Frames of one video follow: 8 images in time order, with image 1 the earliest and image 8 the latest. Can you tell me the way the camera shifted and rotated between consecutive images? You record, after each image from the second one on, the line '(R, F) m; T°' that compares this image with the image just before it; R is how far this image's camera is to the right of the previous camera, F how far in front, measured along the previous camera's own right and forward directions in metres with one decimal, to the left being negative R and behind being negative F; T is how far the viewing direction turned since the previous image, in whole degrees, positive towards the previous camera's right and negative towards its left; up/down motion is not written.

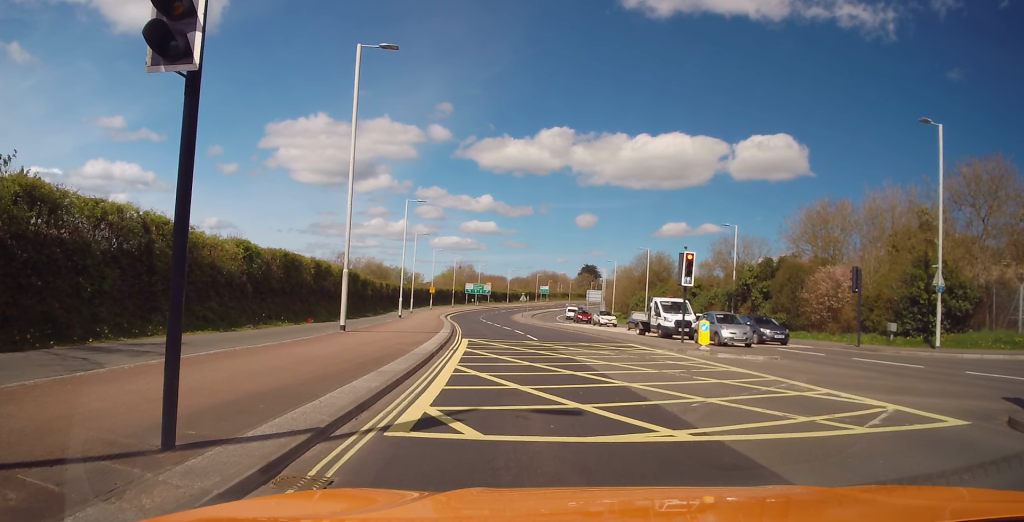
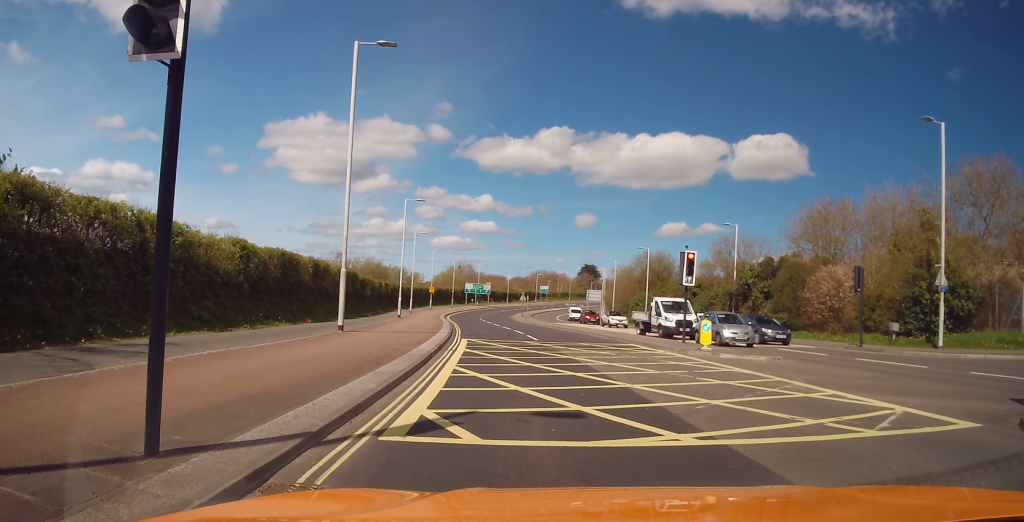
(0.0, 0.0) m; 0°
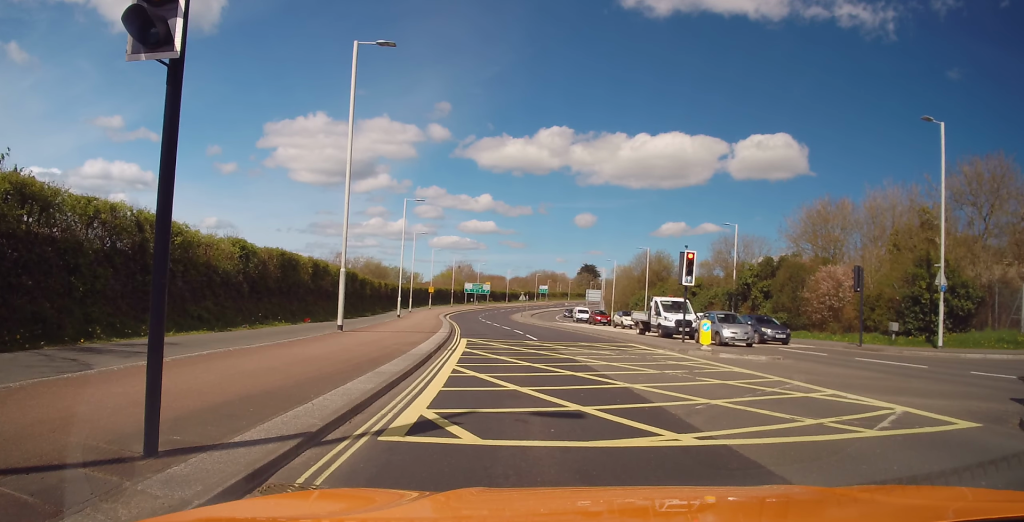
(0.0, 0.0) m; 0°
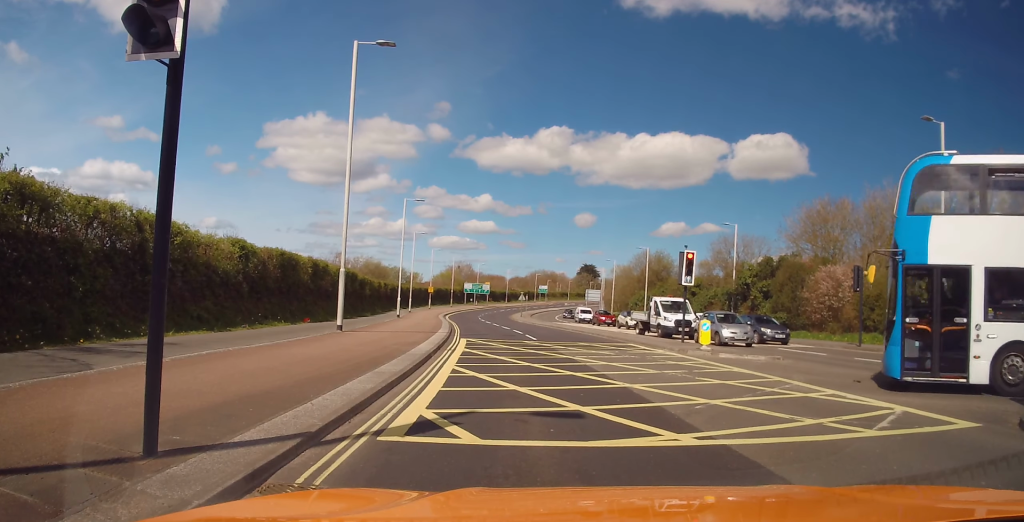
(0.0, 0.0) m; 0°
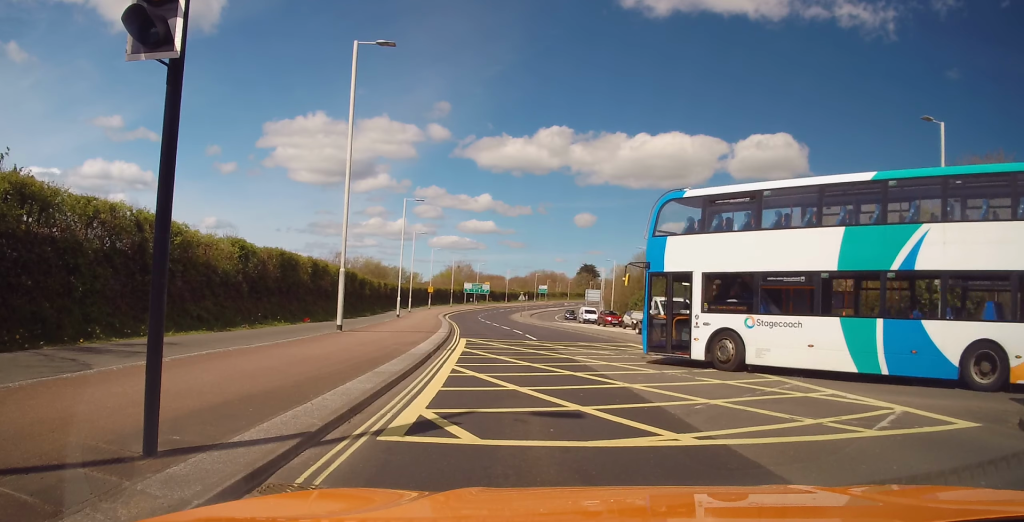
(0.0, 0.0) m; 0°
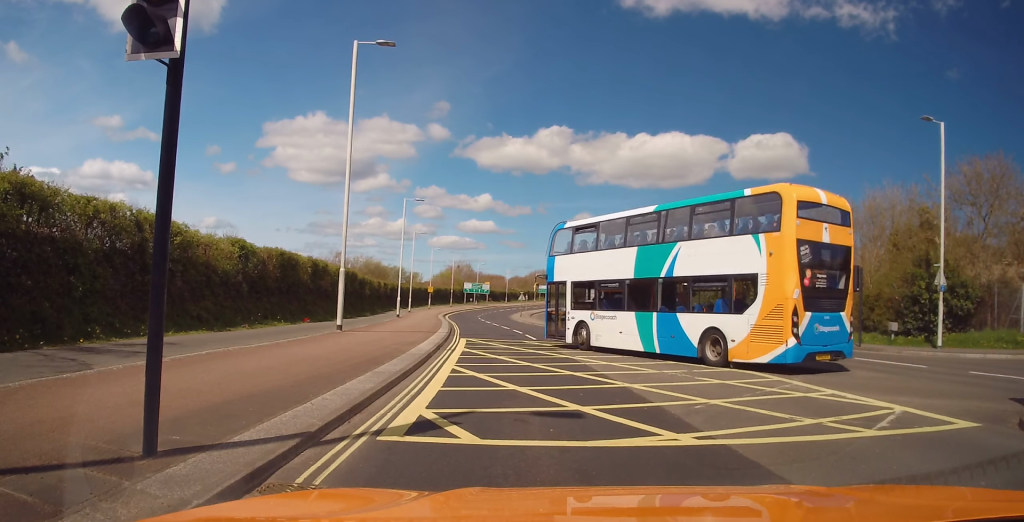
(0.0, 0.0) m; 0°
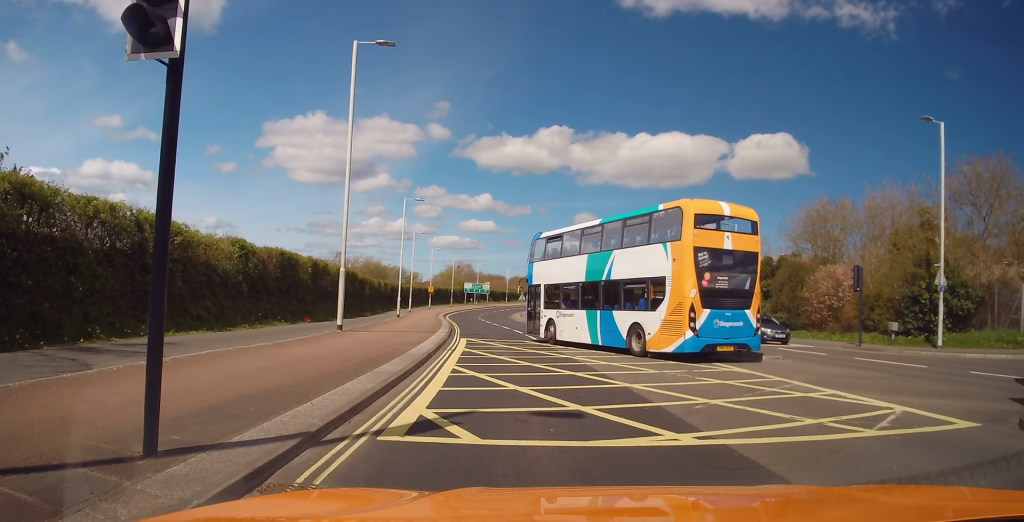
(0.0, 0.0) m; 0°
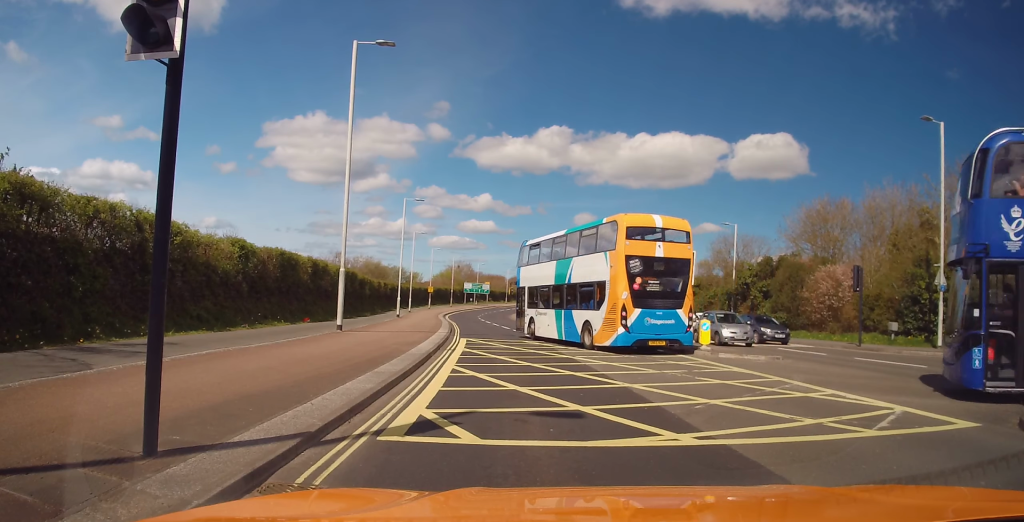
(0.0, 0.0) m; 0°
